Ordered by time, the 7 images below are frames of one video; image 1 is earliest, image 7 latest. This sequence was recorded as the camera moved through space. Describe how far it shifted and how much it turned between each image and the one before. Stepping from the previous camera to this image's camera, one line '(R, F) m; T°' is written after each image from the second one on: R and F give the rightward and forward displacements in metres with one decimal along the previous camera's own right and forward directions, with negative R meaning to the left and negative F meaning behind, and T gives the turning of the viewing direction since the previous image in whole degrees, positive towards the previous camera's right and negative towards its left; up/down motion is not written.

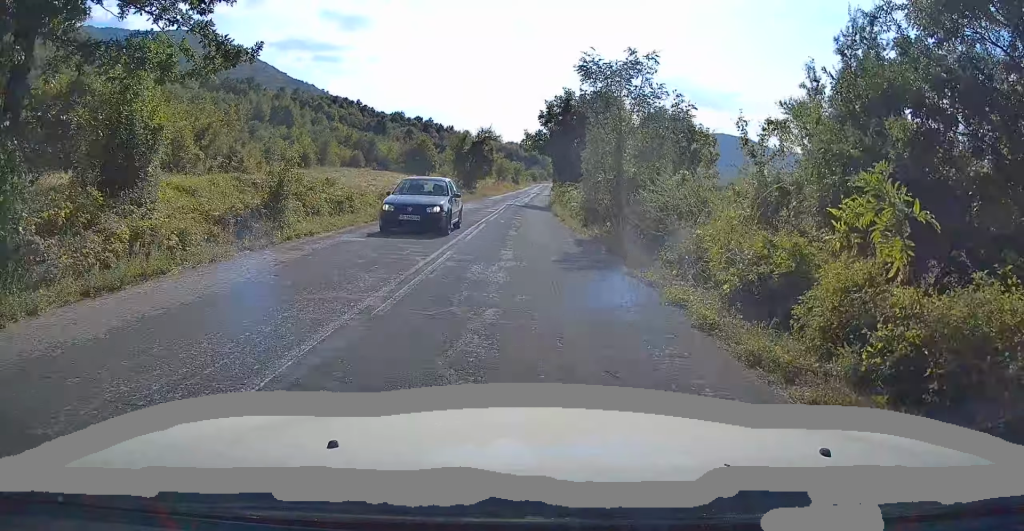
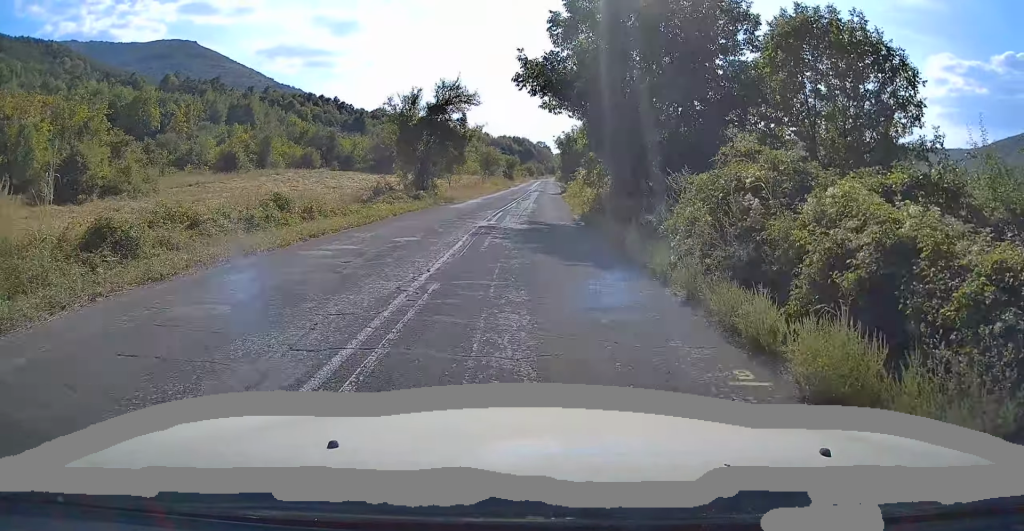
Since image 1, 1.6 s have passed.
(+0.7, +31.6) m; +3°
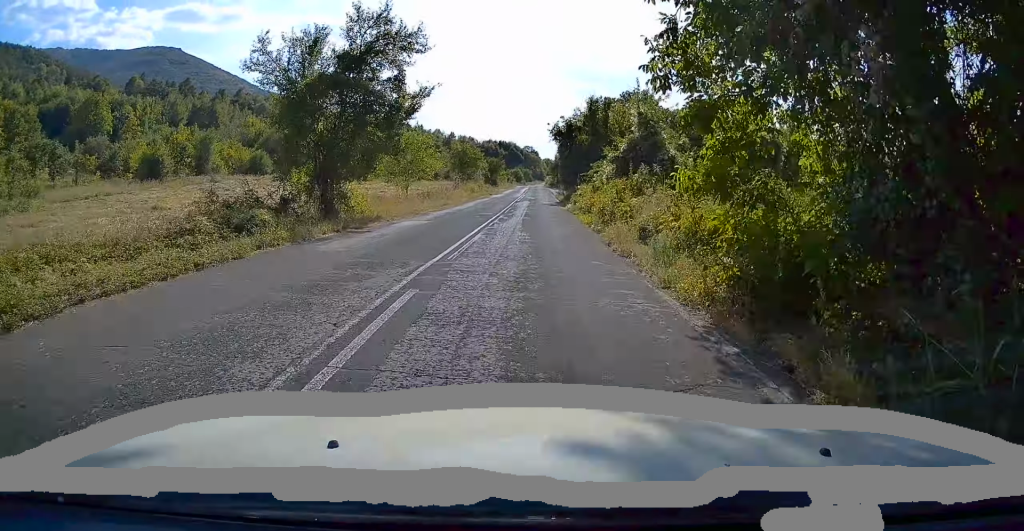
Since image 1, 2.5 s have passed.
(+0.3, +18.6) m; +1°
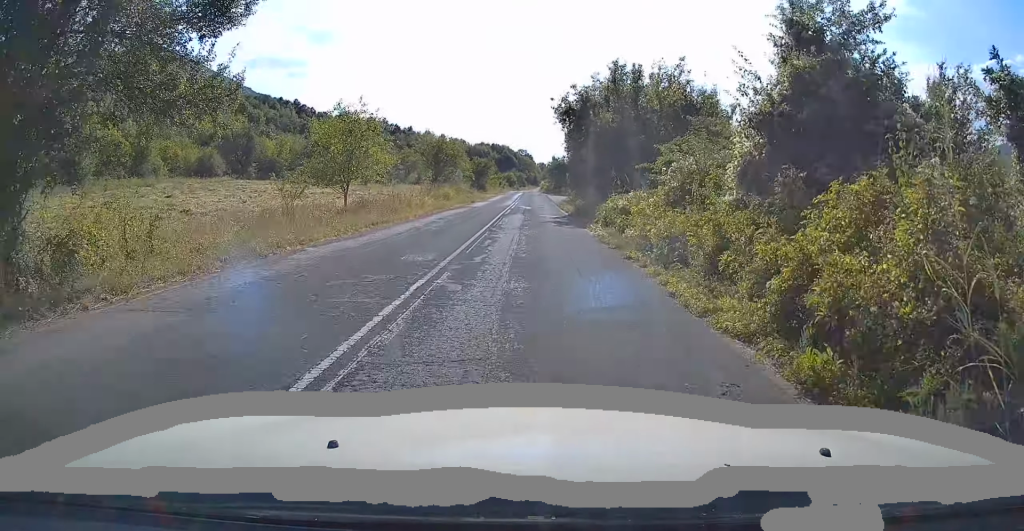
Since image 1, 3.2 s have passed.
(0.0, +16.0) m; 0°
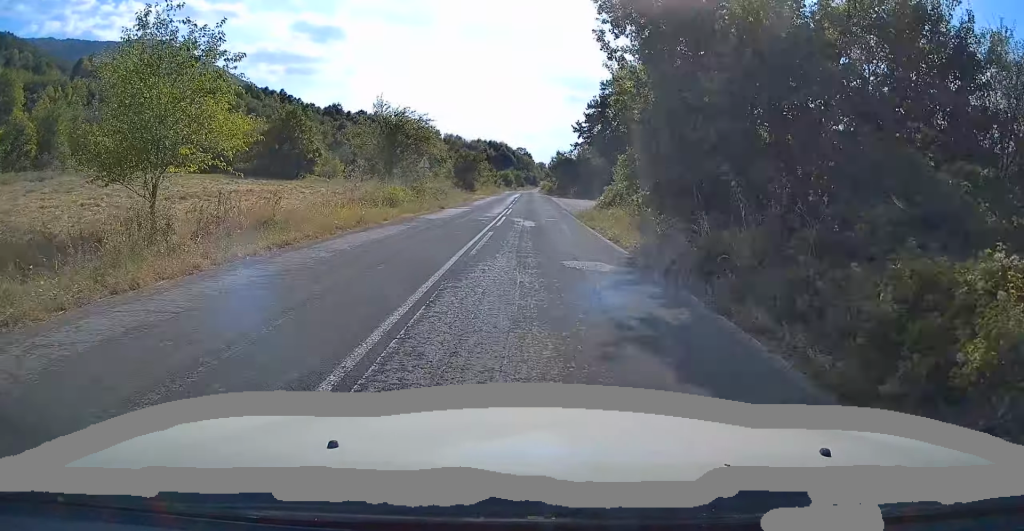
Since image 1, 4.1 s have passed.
(-0.1, +18.9) m; +1°
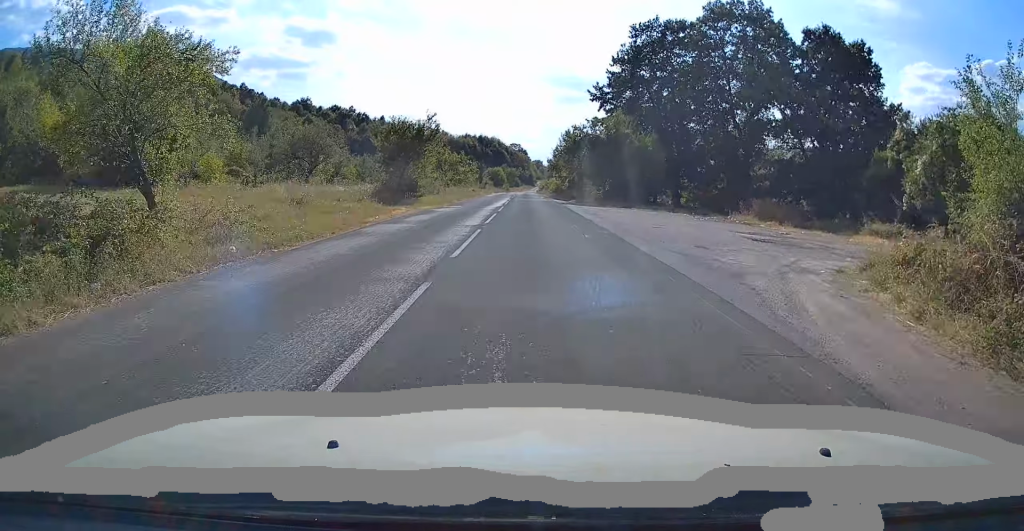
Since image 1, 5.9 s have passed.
(+0.1, +36.8) m; -1°
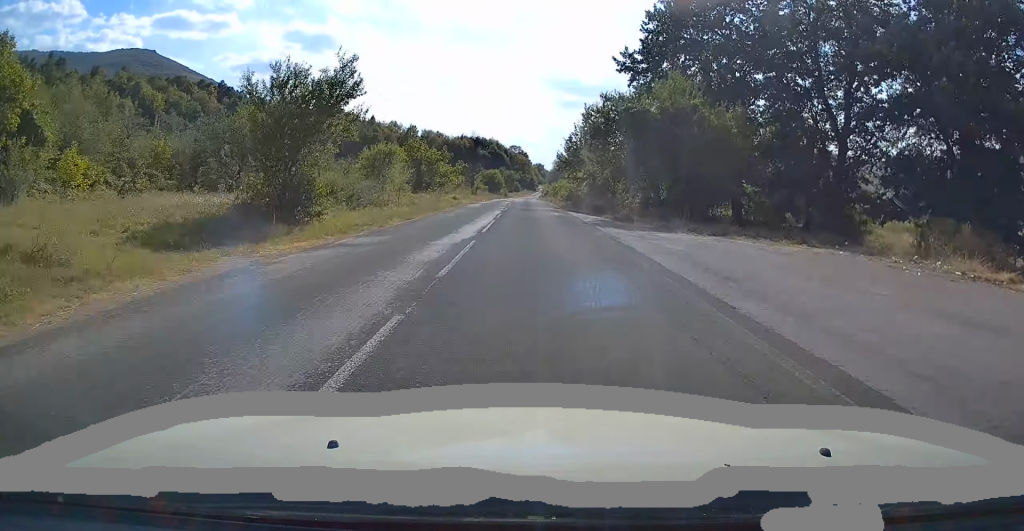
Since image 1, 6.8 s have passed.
(+0.1, +19.8) m; +1°
